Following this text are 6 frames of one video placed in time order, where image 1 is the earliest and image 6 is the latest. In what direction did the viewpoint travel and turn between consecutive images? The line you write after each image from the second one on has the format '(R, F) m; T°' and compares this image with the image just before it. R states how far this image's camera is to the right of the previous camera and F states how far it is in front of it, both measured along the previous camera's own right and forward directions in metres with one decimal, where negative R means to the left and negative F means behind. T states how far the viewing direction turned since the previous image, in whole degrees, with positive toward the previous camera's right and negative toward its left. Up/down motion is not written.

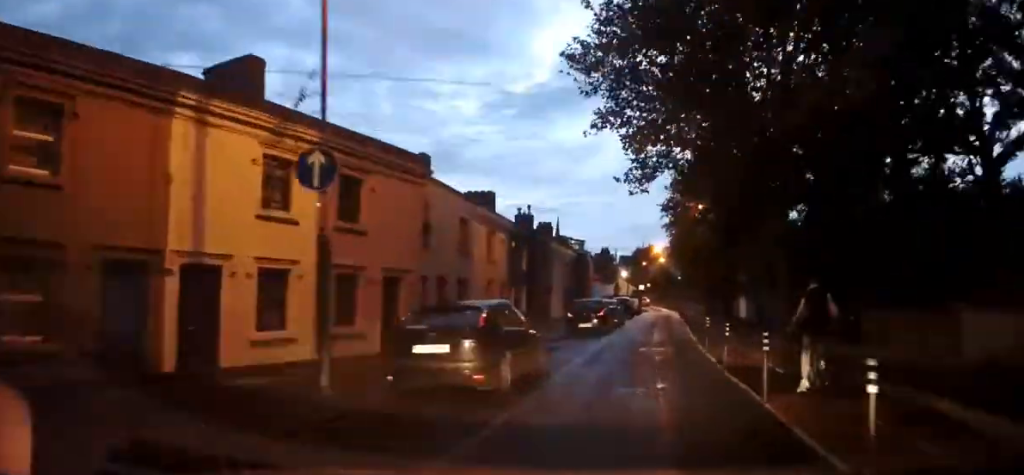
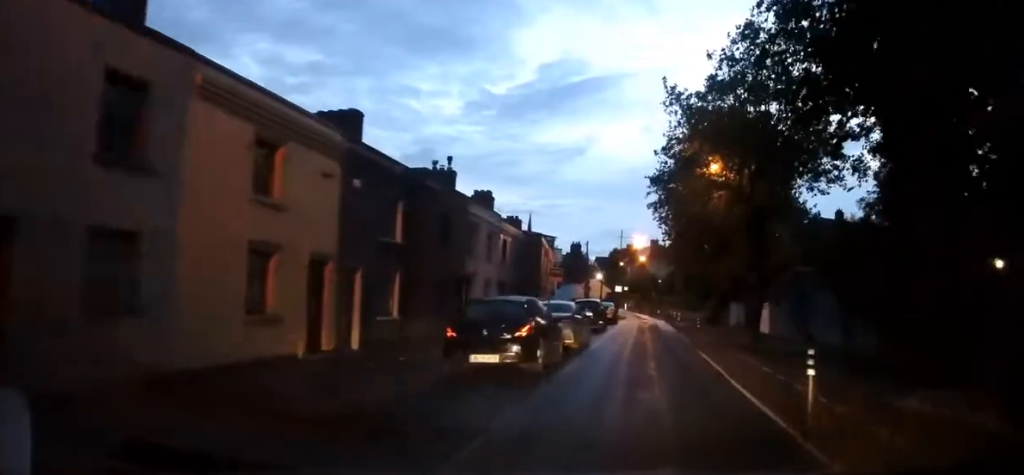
(+0.1, +14.7) m; +1°
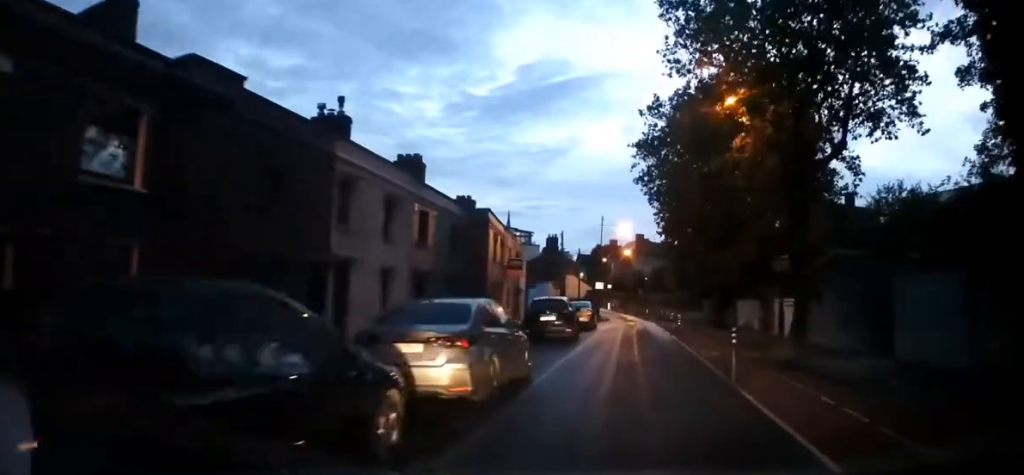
(0.0, +8.8) m; +2°
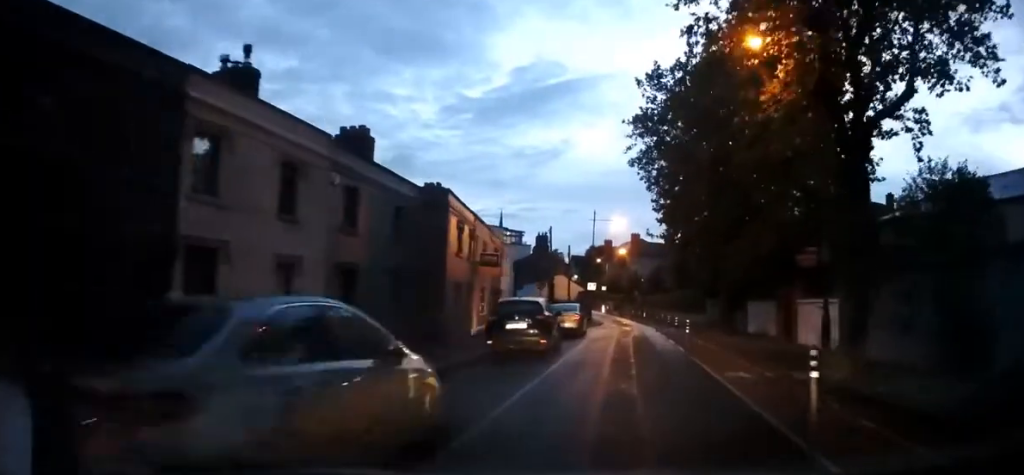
(-0.1, +4.7) m; +1°
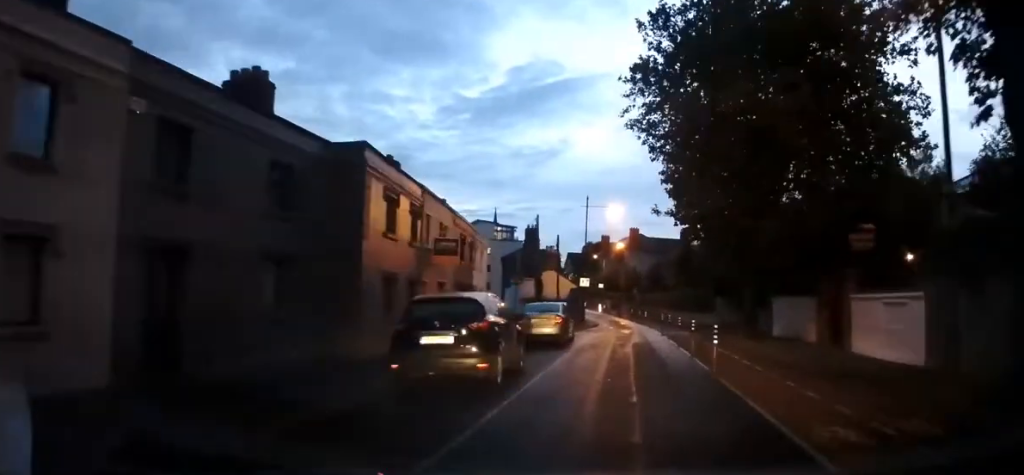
(+0.2, +6.3) m; 0°
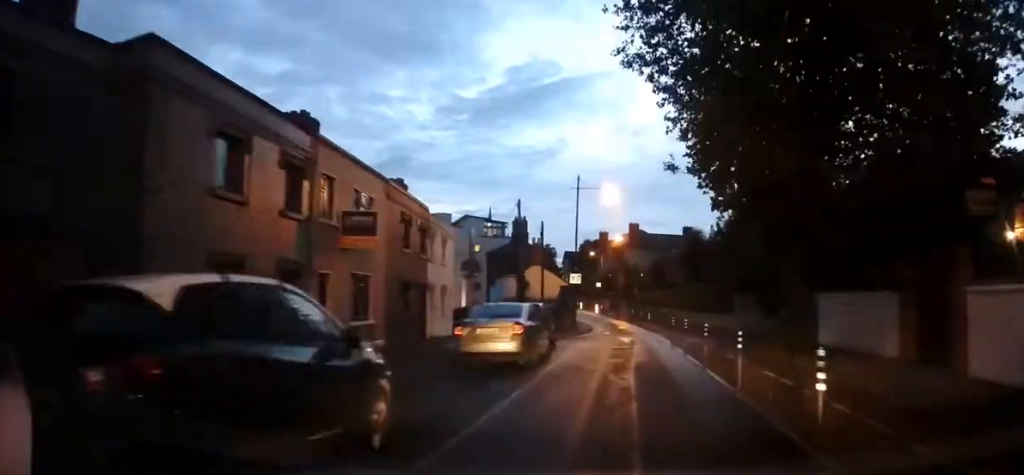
(0.0, +6.9) m; 0°
